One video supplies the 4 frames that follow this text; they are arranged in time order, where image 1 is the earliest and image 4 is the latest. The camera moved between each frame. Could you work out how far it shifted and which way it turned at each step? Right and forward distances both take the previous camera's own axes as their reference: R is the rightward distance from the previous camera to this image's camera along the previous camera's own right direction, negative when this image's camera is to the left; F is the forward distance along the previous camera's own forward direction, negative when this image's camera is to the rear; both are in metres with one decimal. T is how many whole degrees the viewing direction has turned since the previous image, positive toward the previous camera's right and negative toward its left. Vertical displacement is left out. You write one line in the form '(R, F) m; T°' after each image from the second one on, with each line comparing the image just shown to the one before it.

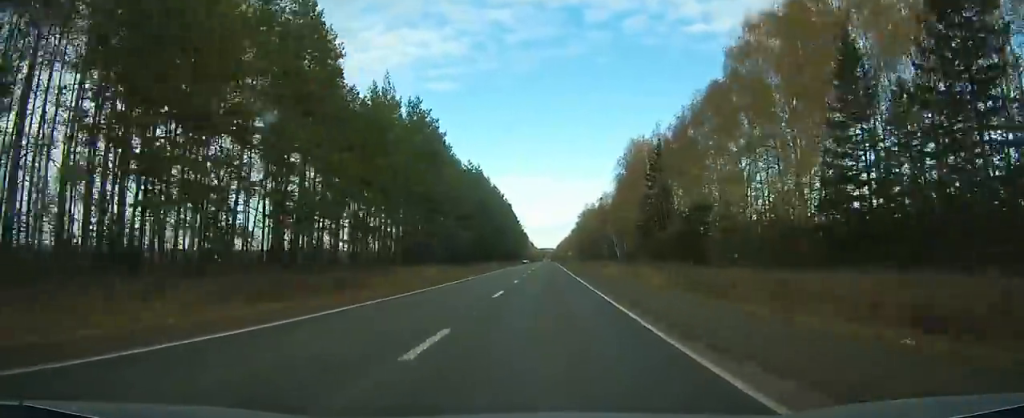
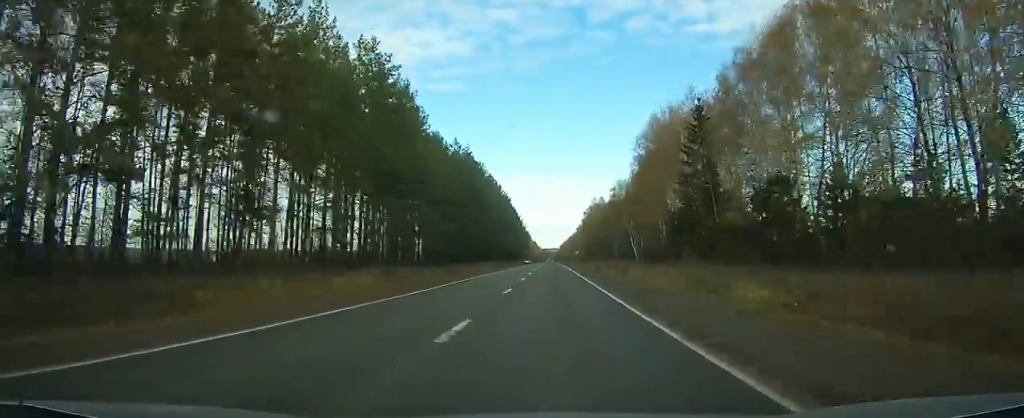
(-0.2, +22.7) m; 0°
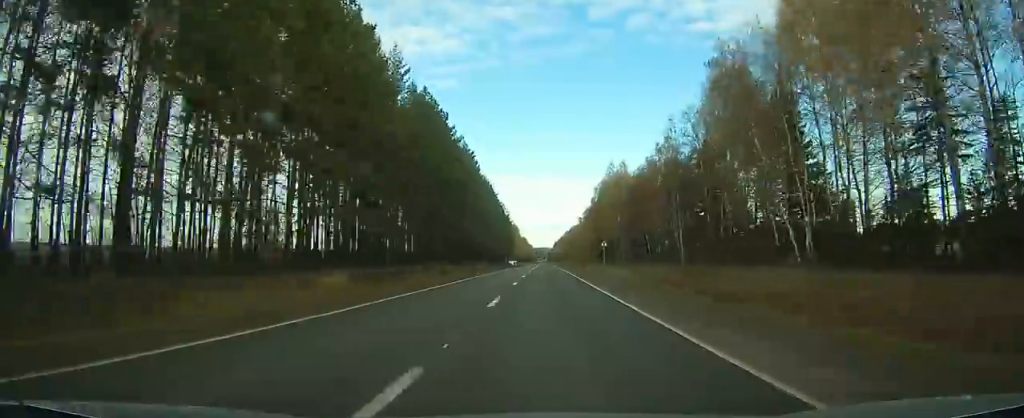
(-0.4, +78.0) m; 0°
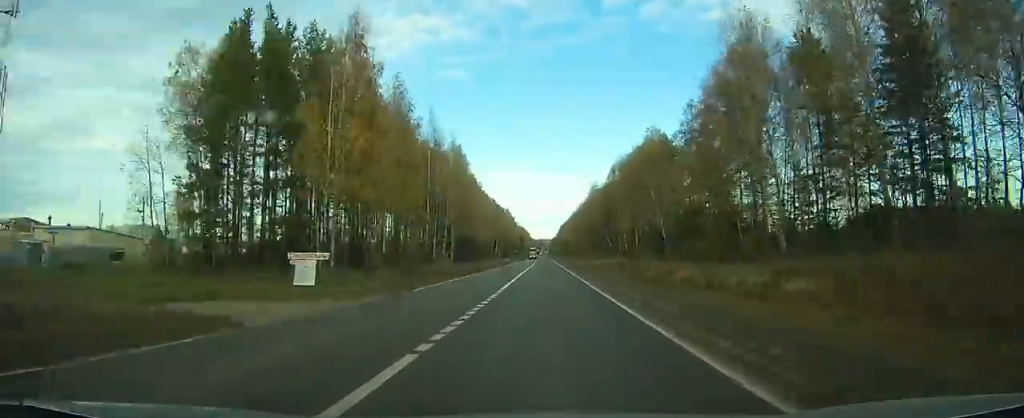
(-1.2, +220.2) m; 0°
